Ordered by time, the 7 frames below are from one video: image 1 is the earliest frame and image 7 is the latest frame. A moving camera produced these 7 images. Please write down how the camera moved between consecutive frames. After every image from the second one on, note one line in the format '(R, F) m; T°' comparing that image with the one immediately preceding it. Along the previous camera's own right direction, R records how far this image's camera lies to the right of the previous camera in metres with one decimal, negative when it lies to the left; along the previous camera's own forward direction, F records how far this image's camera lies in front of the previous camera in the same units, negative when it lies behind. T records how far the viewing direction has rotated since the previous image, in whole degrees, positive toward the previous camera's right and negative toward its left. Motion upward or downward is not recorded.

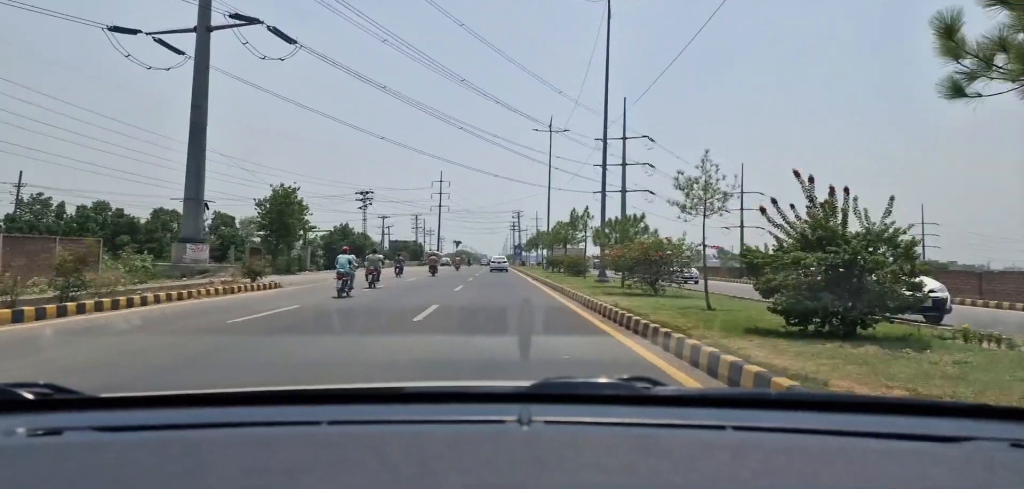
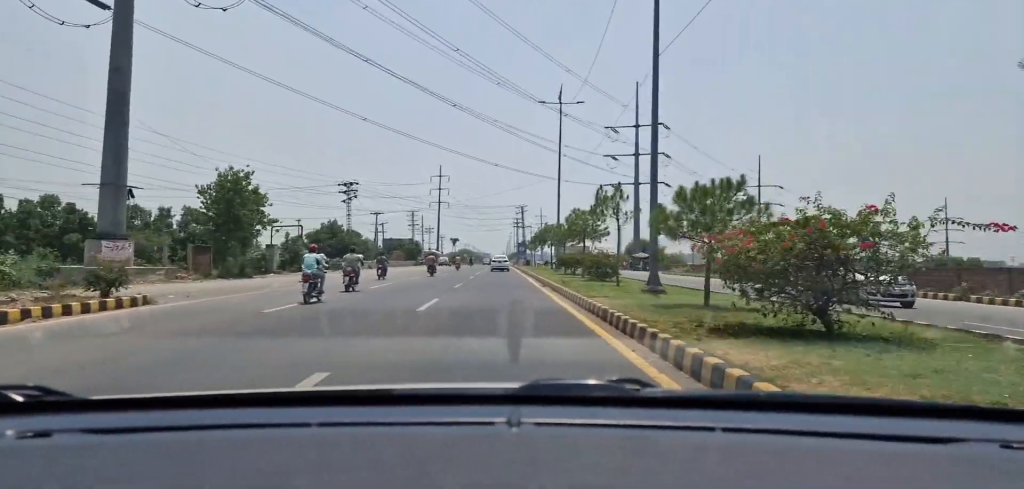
(0.0, +10.2) m; 0°
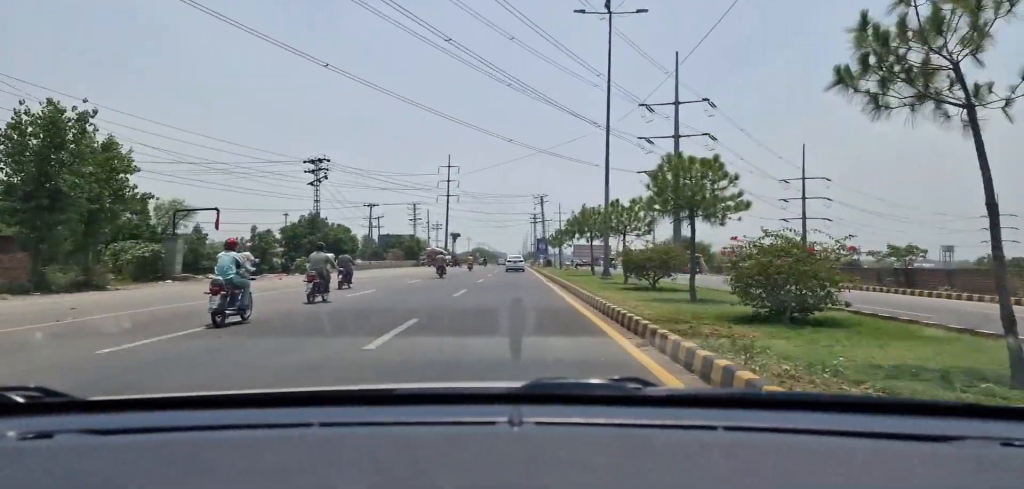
(-0.1, +18.2) m; 0°
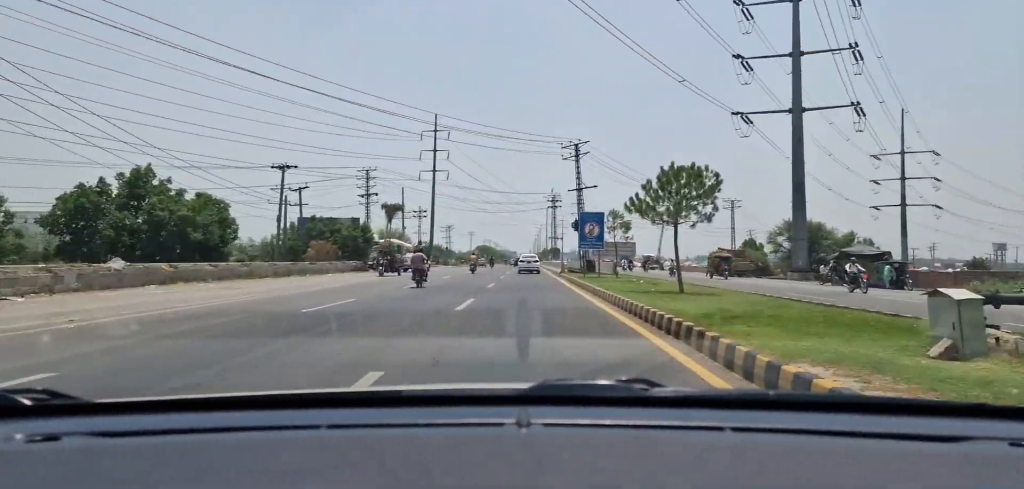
(-0.1, +42.0) m; 0°
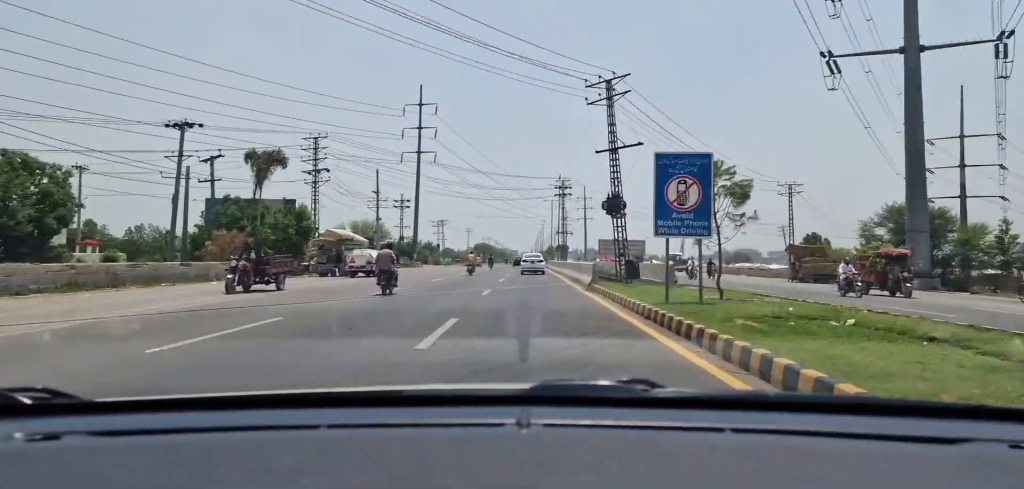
(0.0, +17.8) m; 0°
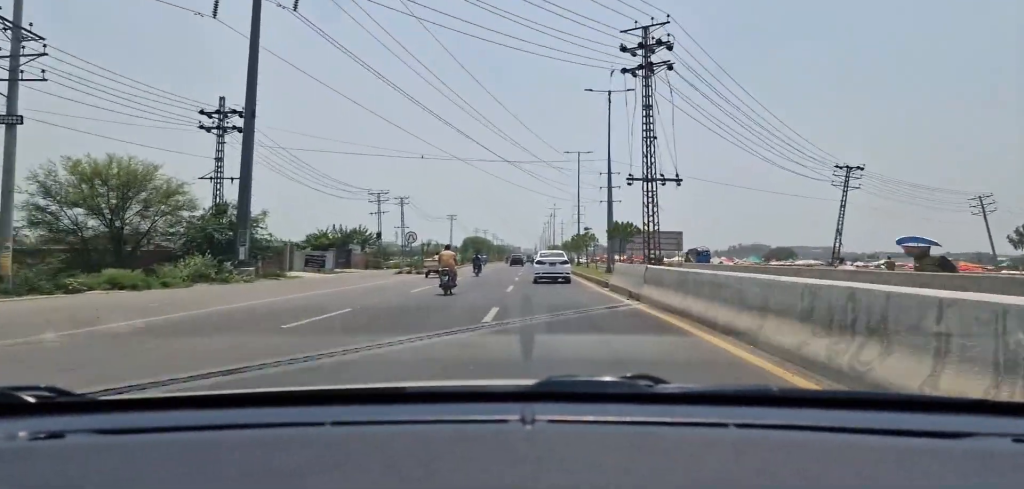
(-0.2, +58.7) m; 0°
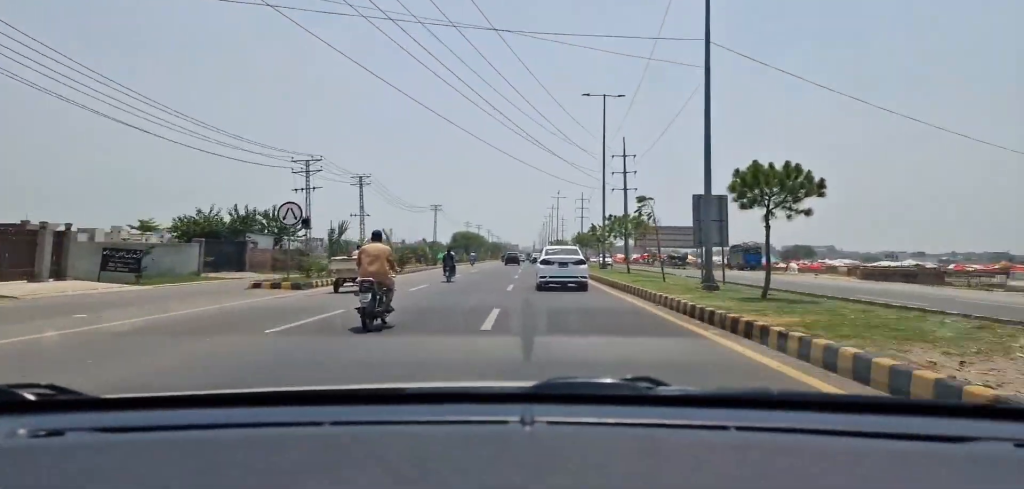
(-0.1, +24.9) m; 0°
